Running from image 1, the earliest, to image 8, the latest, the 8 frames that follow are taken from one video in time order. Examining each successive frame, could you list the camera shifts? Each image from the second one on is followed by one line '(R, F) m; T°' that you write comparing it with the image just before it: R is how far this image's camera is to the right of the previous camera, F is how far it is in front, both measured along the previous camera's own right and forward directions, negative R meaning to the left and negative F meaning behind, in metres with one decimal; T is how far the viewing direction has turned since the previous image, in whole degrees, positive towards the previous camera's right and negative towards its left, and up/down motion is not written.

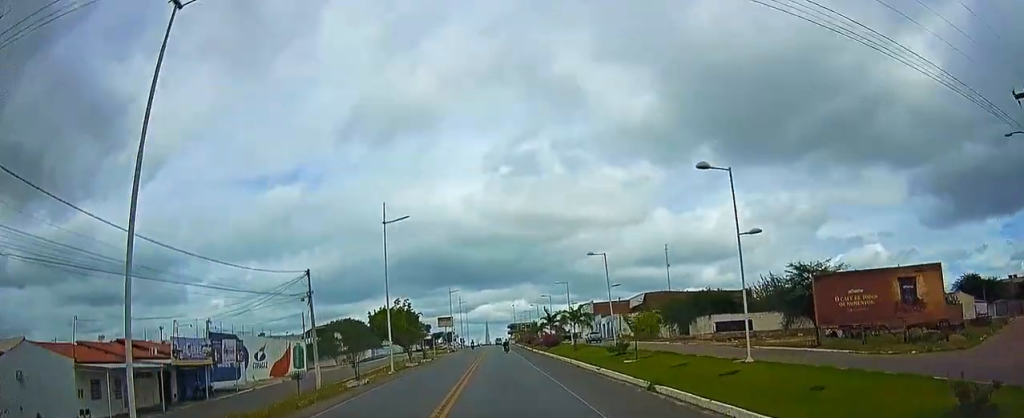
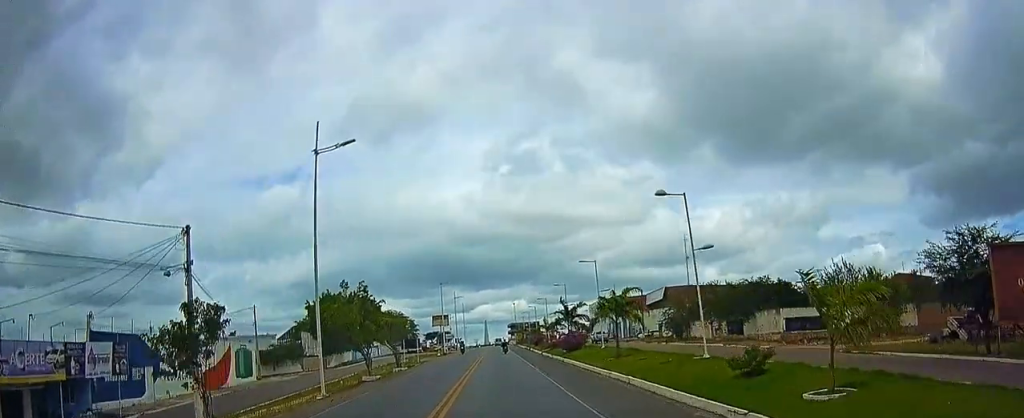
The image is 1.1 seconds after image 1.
(0.0, +16.6) m; 0°
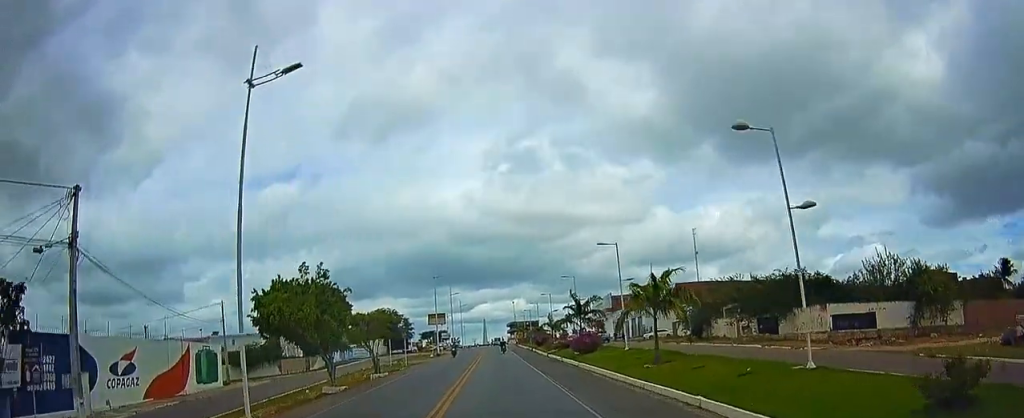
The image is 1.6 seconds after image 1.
(0.0, +8.1) m; 0°
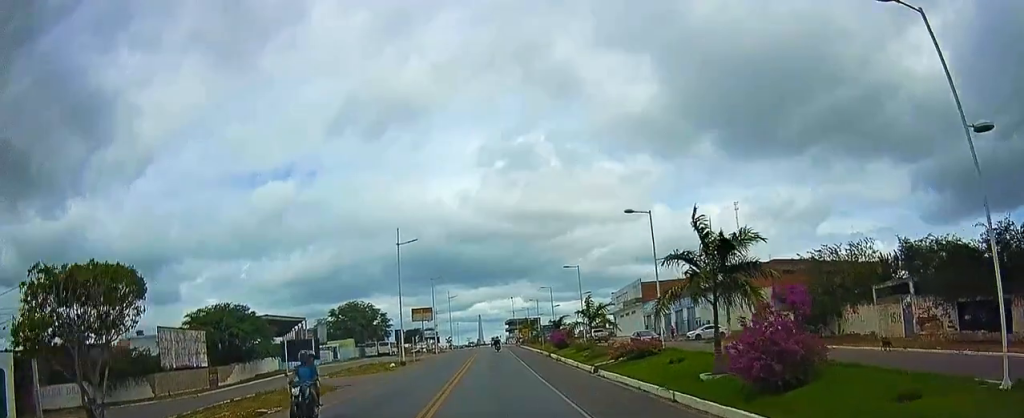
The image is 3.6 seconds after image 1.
(+0.1, +28.7) m; +1°
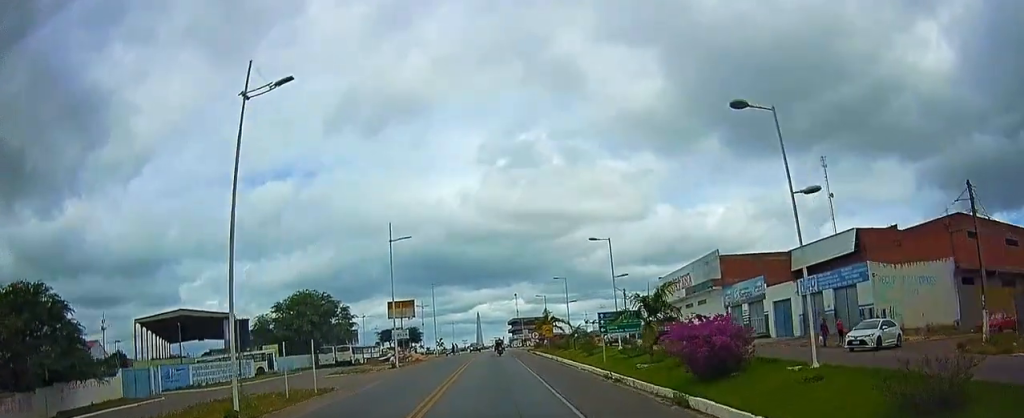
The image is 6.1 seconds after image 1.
(0.0, +35.3) m; -1°
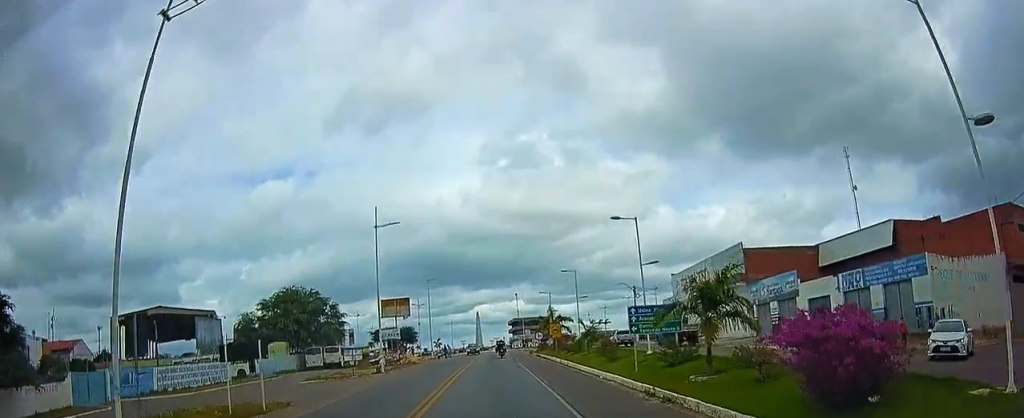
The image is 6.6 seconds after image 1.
(-0.2, +6.7) m; 0°
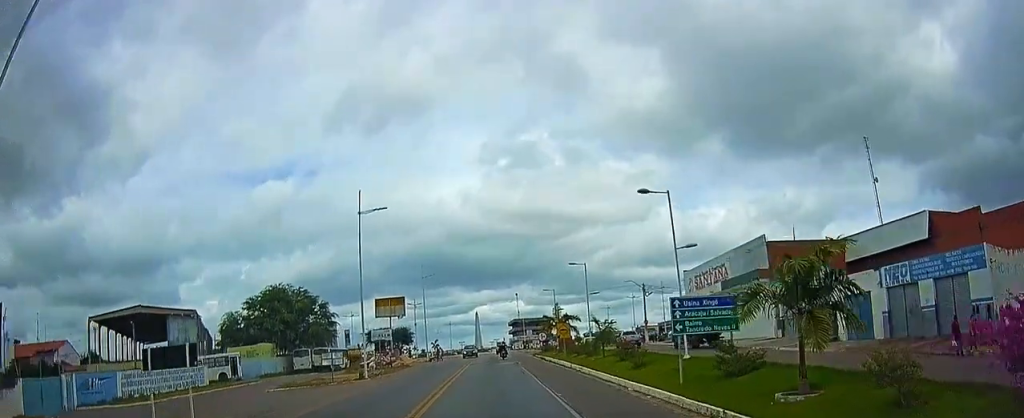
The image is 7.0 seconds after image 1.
(+0.2, +5.6) m; +1°
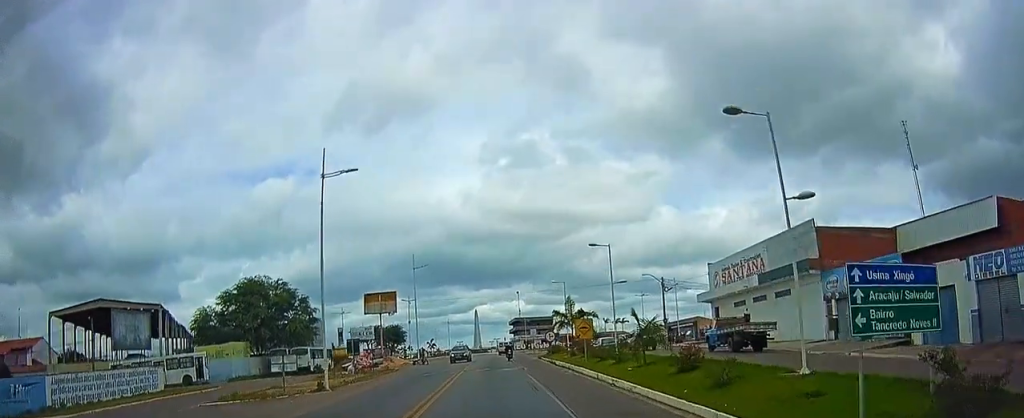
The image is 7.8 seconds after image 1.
(+0.2, +9.3) m; 0°
